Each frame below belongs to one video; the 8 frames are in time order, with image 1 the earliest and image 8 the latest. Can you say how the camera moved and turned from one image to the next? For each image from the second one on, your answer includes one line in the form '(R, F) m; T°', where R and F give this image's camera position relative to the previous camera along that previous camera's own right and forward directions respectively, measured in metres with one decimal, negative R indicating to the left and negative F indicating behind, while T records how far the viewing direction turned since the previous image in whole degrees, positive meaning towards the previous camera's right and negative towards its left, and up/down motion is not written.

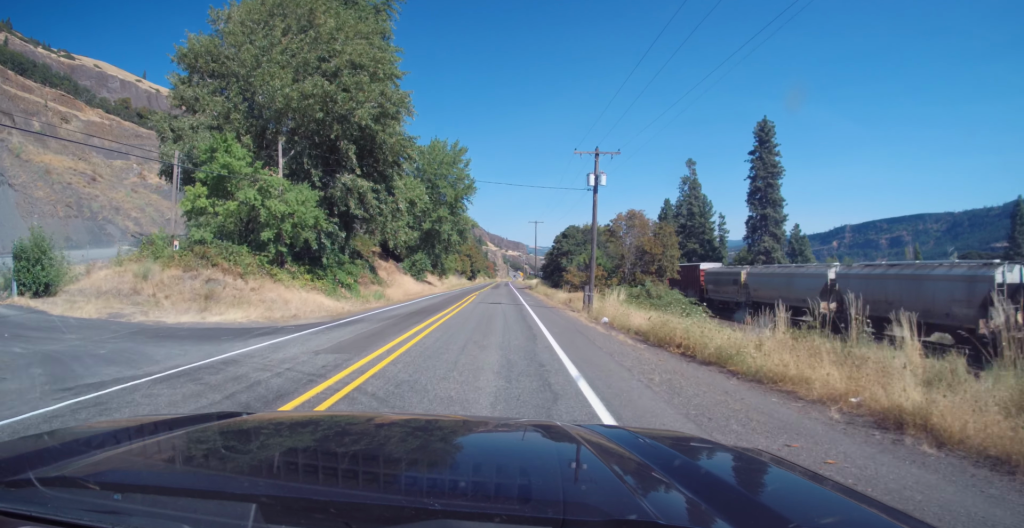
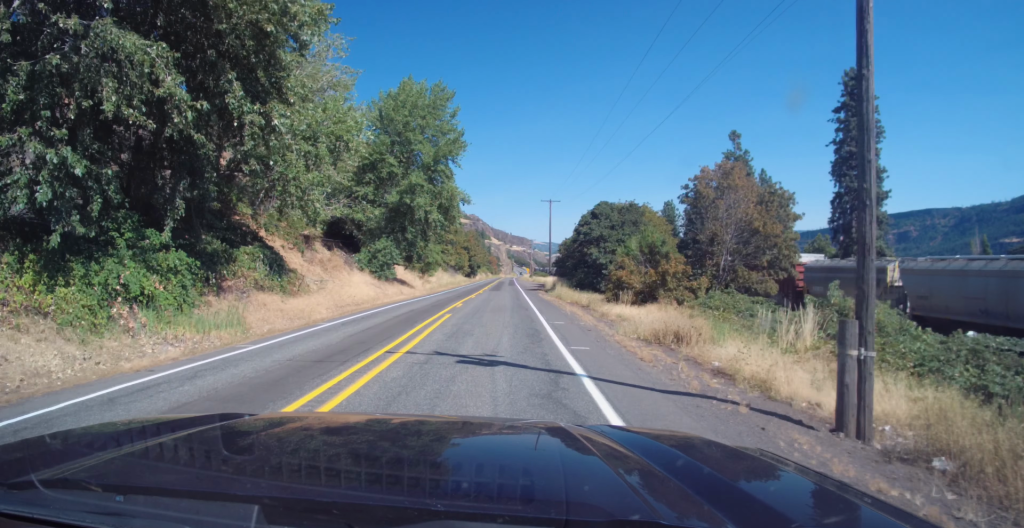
(0.0, +25.5) m; 0°
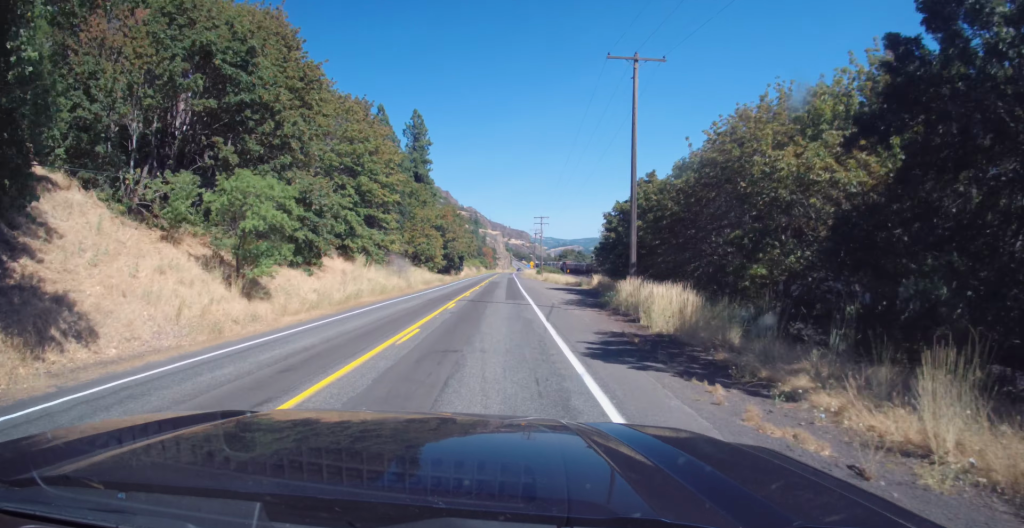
(-1.1, +51.8) m; -1°
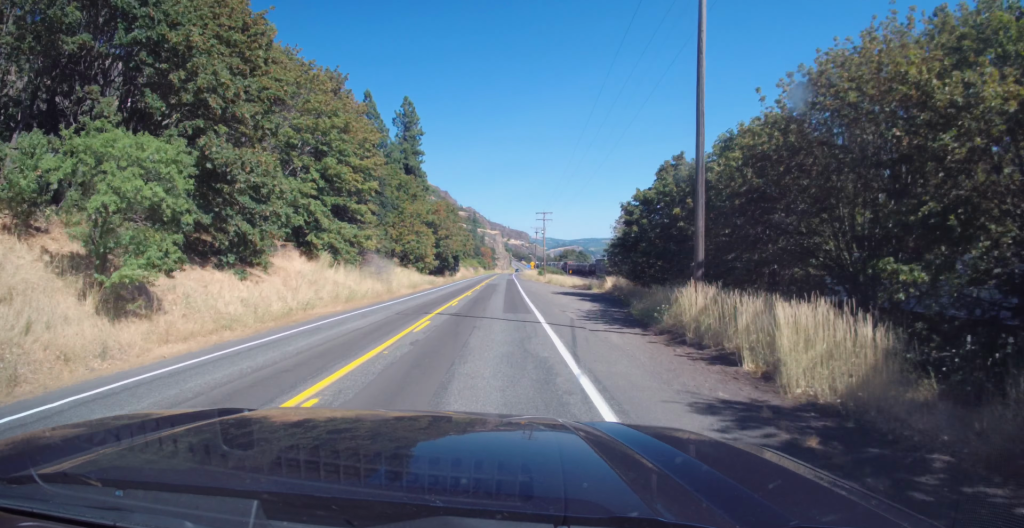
(+0.2, +9.2) m; 0°
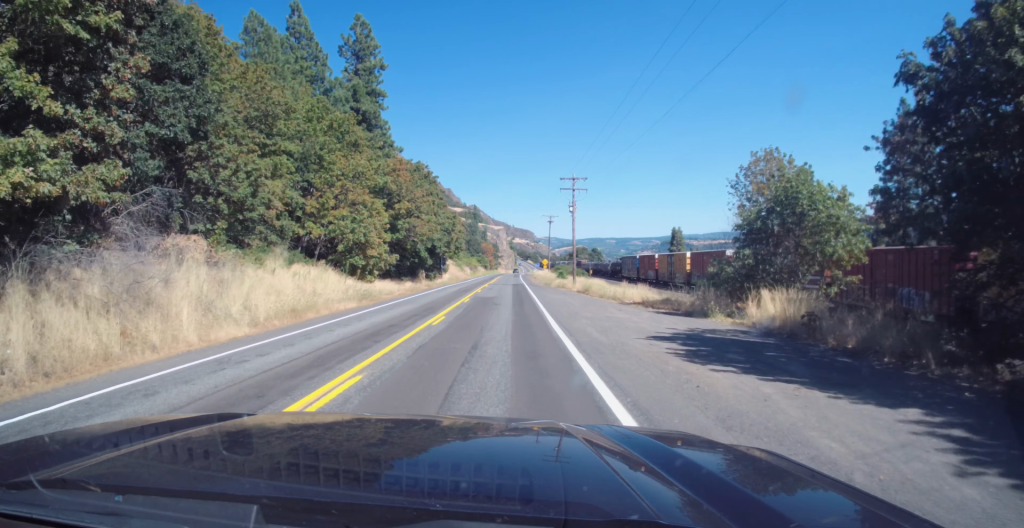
(+0.3, +34.7) m; +1°
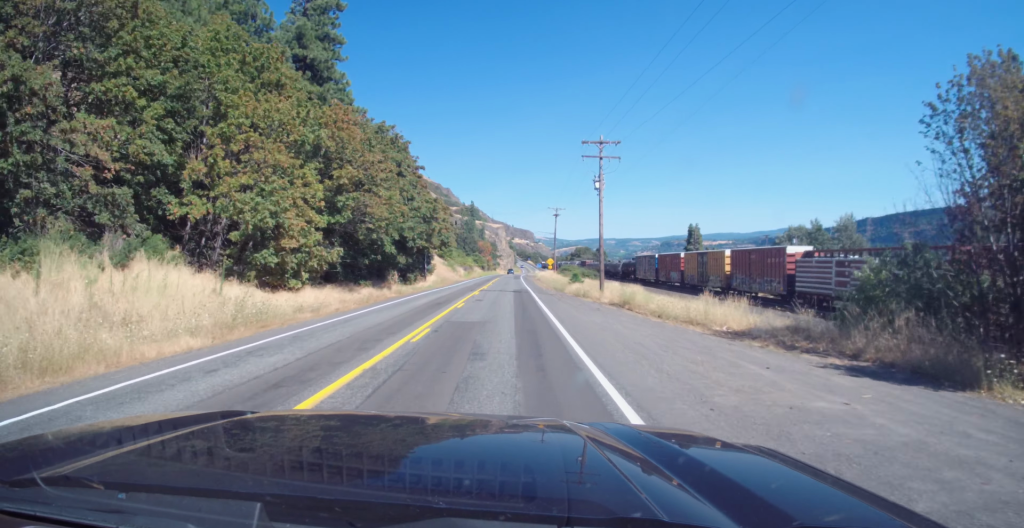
(+0.1, +17.2) m; 0°
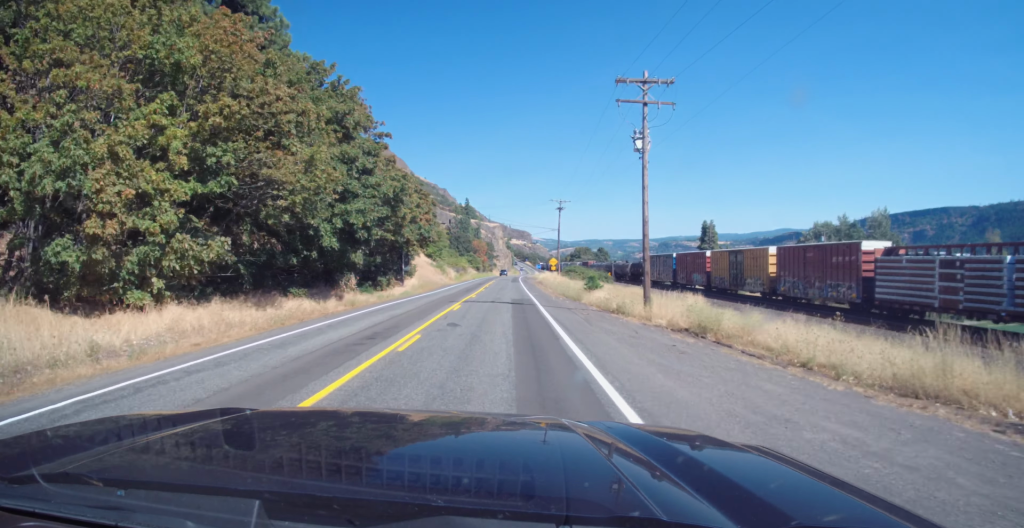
(0.0, +13.7) m; 0°
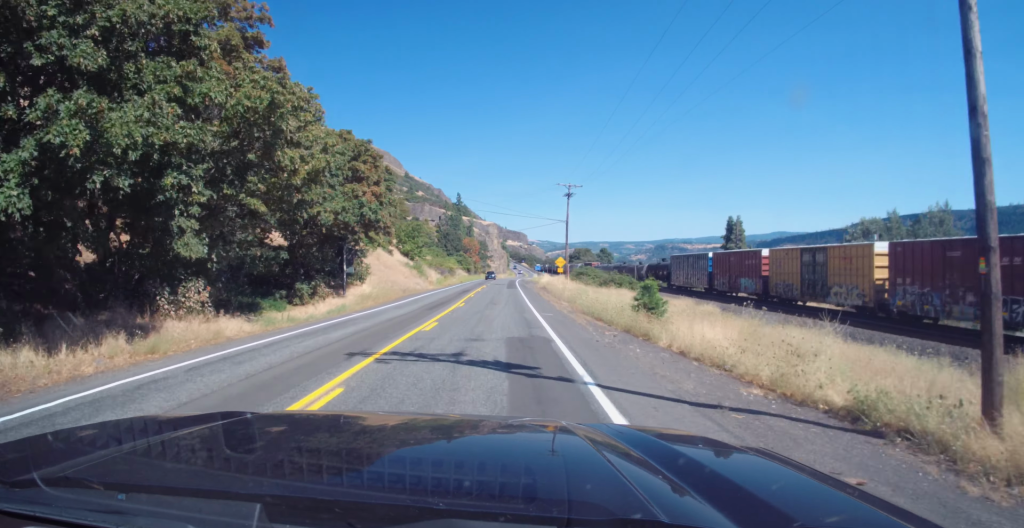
(0.0, +19.6) m; 0°
